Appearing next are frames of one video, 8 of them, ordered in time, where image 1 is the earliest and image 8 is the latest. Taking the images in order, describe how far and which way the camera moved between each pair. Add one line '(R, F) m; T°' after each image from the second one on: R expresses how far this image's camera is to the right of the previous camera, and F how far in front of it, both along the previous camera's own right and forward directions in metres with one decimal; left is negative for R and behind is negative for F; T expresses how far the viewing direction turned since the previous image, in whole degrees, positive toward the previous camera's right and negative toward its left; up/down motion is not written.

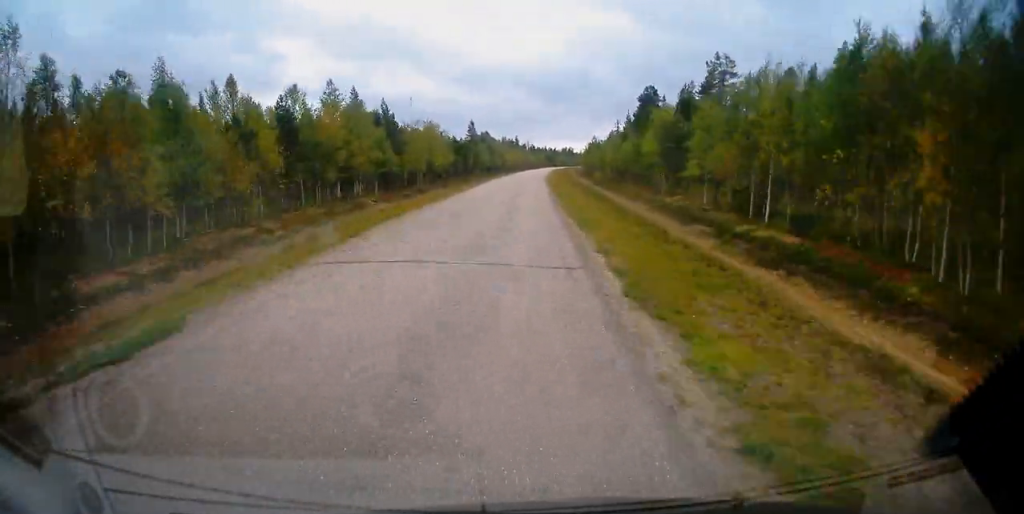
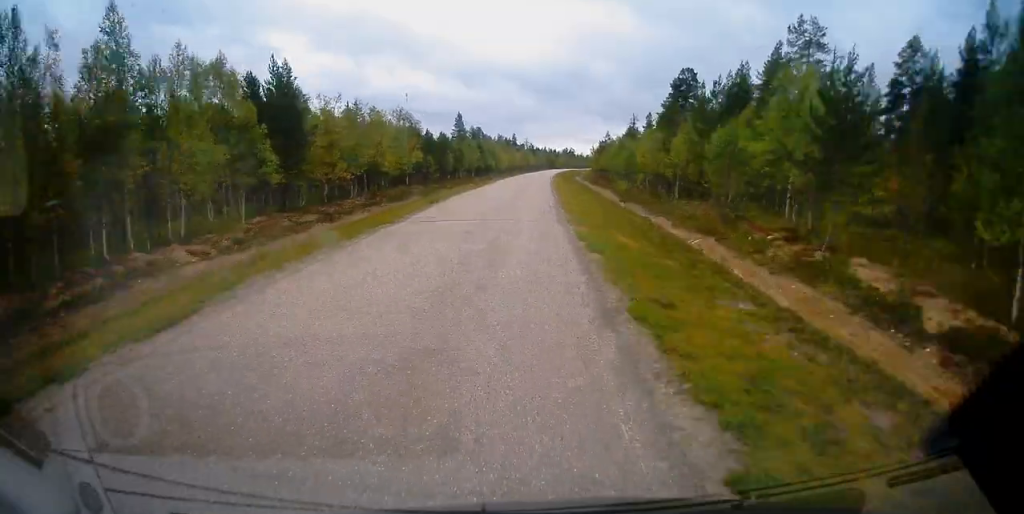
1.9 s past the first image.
(+0.1, +26.3) m; +1°
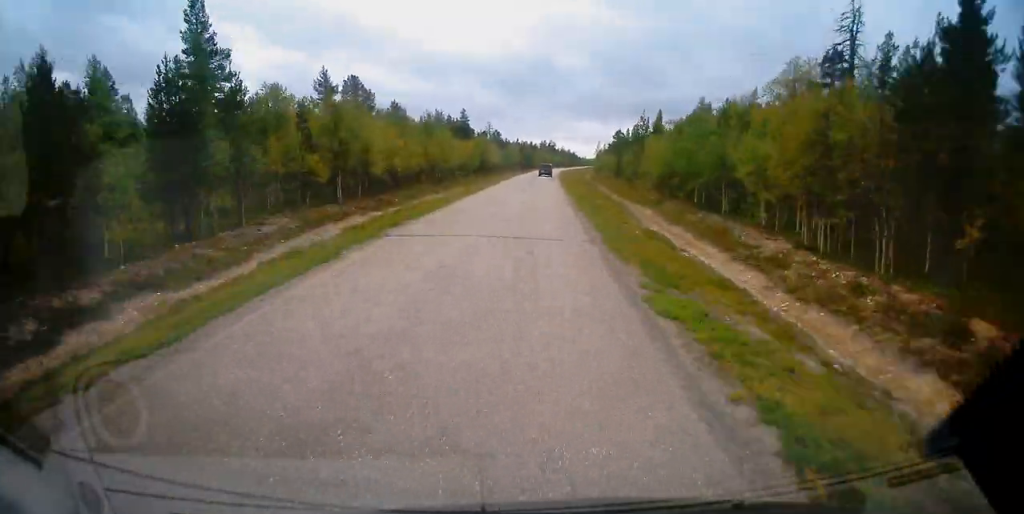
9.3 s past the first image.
(+2.4, +102.4) m; +3°
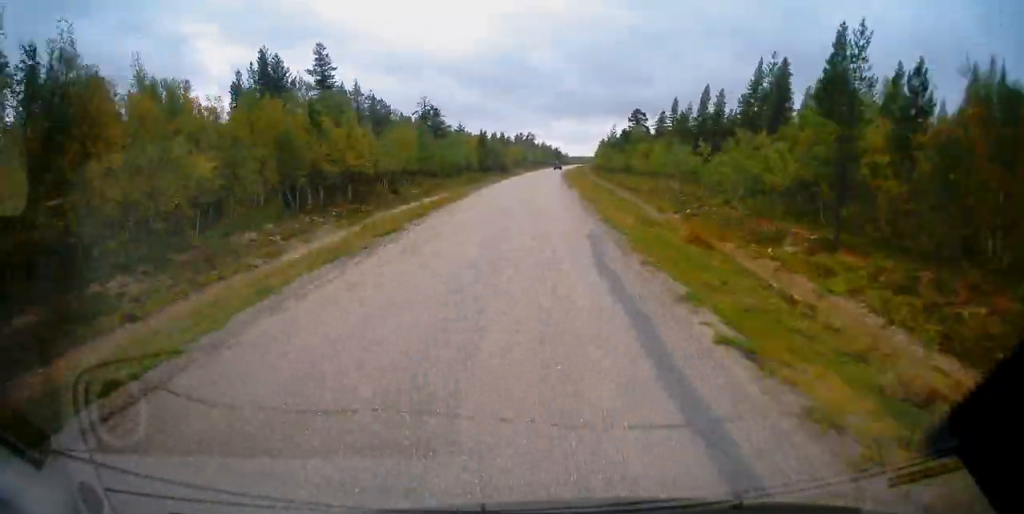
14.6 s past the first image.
(+1.4, +77.7) m; +2°
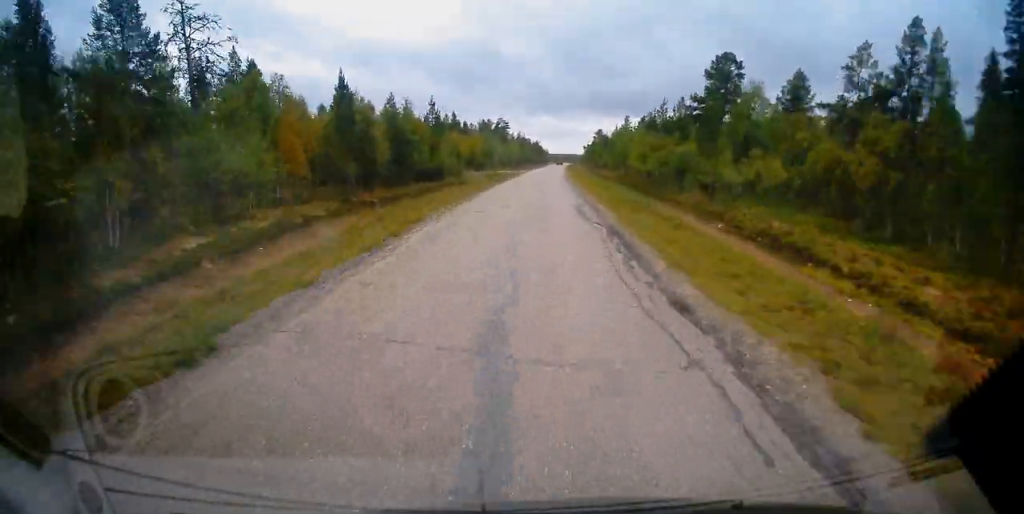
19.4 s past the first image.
(+1.5, +73.8) m; +2°
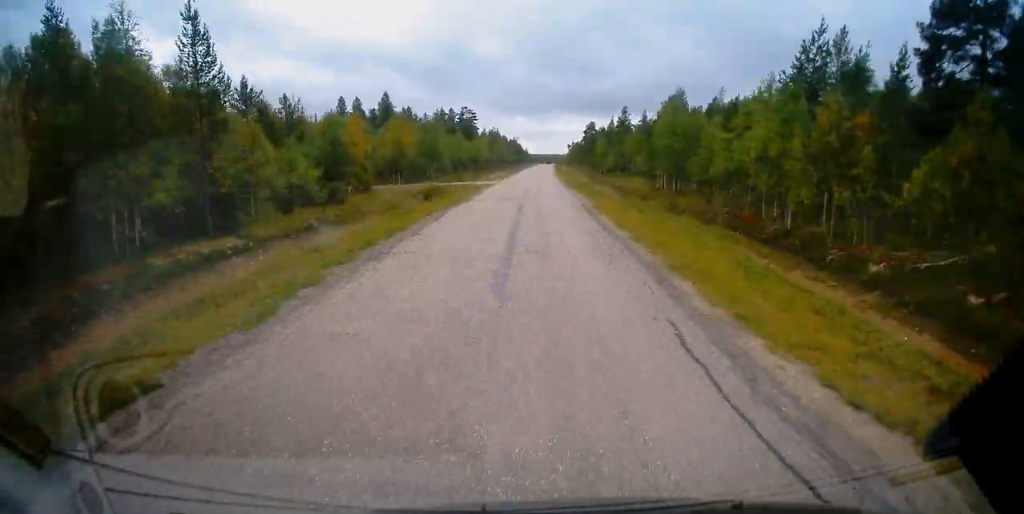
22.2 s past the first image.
(+0.5, +44.4) m; +1°
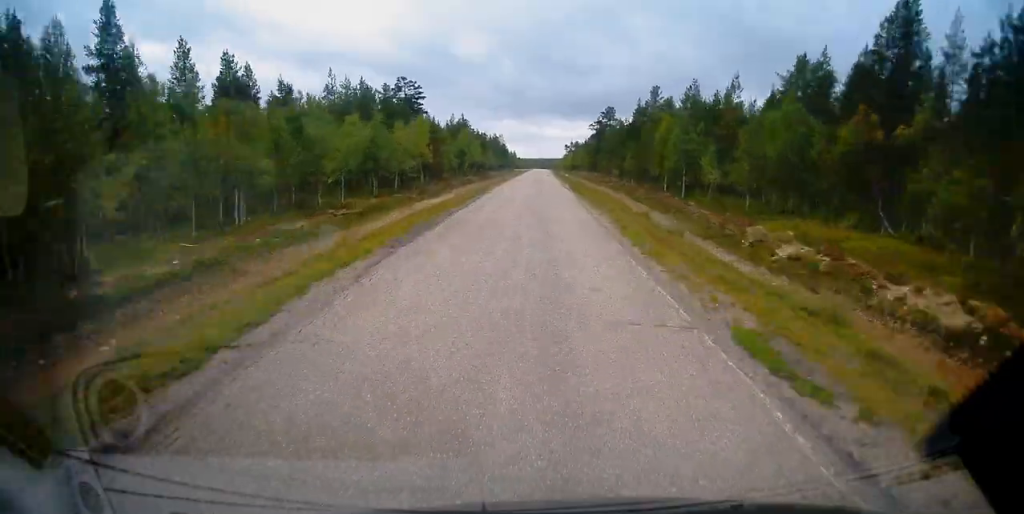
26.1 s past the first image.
(+0.7, +61.0) m; +1°
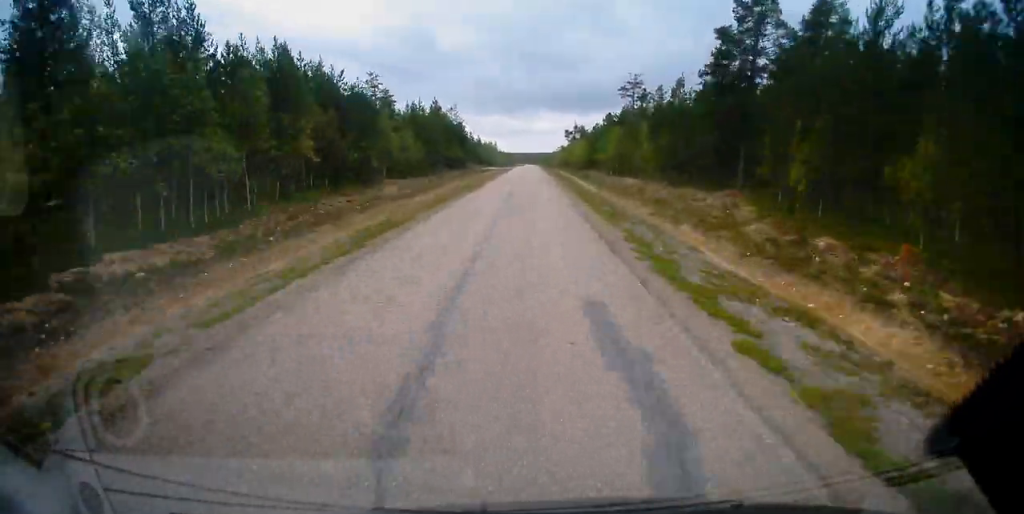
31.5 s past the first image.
(+0.9, +85.0) m; 0°
